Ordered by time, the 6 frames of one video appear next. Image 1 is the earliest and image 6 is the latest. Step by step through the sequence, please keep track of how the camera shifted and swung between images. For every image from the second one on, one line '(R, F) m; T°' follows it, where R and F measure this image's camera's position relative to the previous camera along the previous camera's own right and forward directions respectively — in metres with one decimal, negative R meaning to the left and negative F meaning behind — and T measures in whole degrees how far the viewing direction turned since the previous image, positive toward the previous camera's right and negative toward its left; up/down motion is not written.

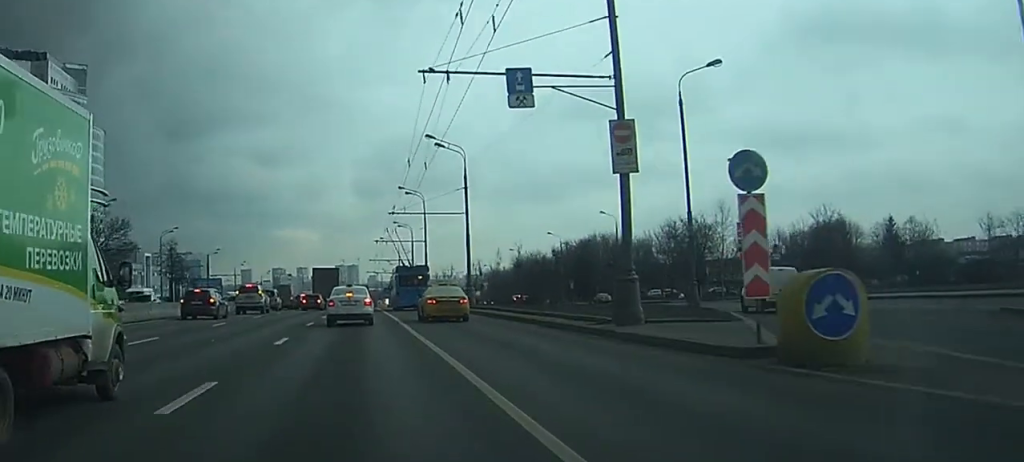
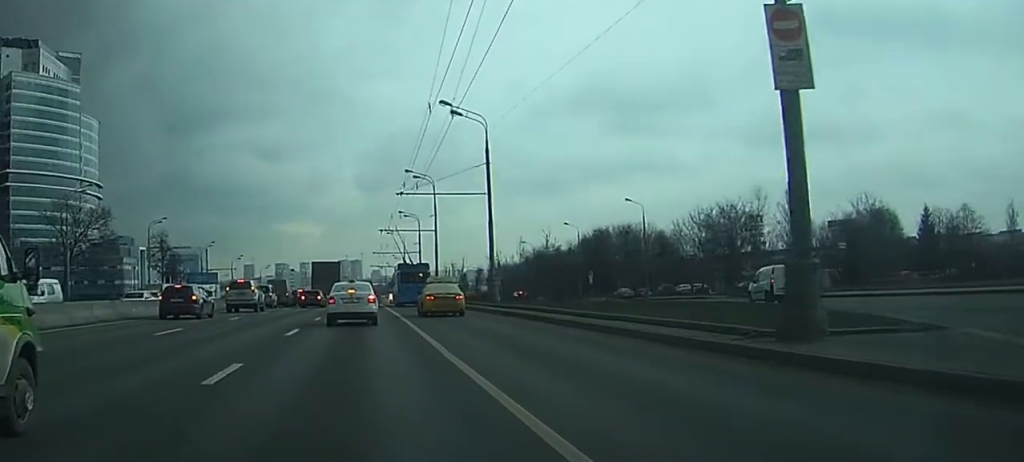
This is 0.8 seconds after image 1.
(0.0, +9.8) m; 0°
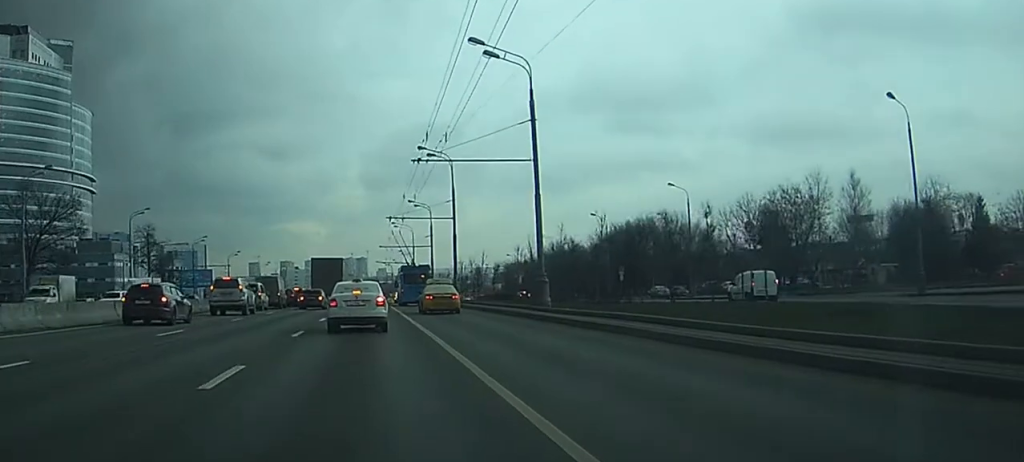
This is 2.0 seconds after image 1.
(-0.1, +12.8) m; -1°
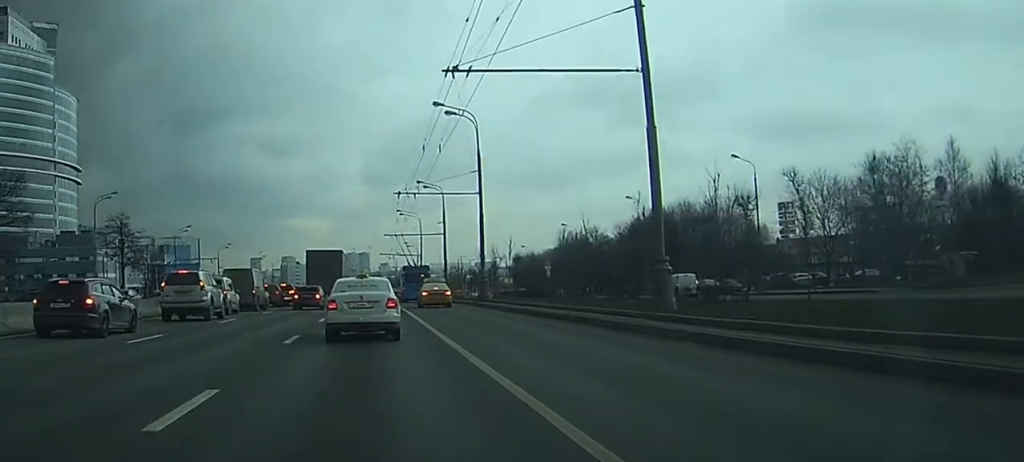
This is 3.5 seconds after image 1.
(-0.2, +15.2) m; -1°
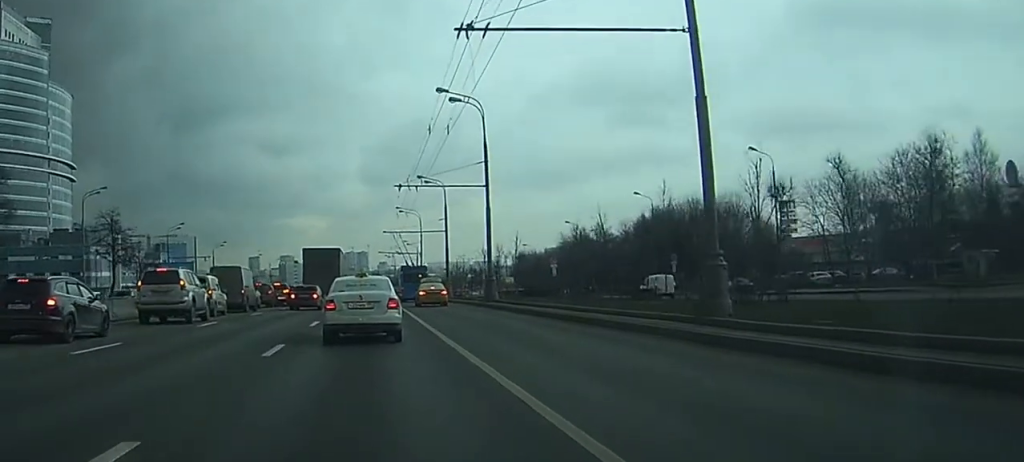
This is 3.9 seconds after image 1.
(0.0, +3.6) m; 0°
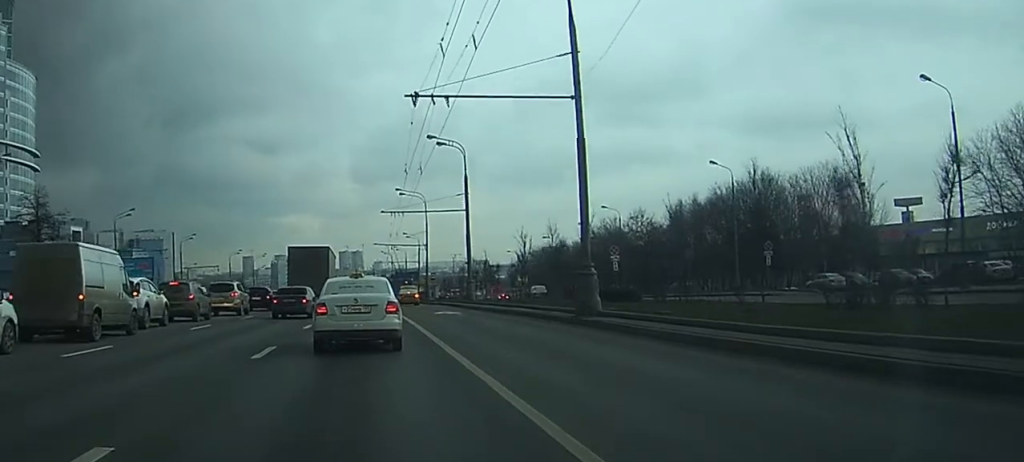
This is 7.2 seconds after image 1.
(+0.4, +25.1) m; 0°
